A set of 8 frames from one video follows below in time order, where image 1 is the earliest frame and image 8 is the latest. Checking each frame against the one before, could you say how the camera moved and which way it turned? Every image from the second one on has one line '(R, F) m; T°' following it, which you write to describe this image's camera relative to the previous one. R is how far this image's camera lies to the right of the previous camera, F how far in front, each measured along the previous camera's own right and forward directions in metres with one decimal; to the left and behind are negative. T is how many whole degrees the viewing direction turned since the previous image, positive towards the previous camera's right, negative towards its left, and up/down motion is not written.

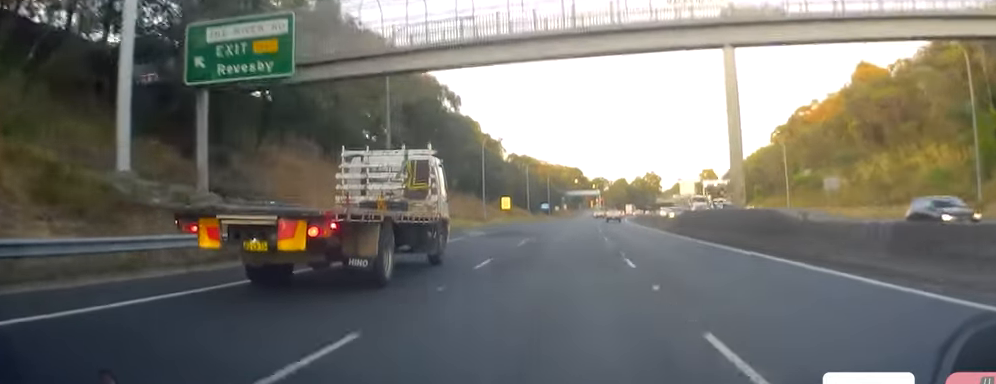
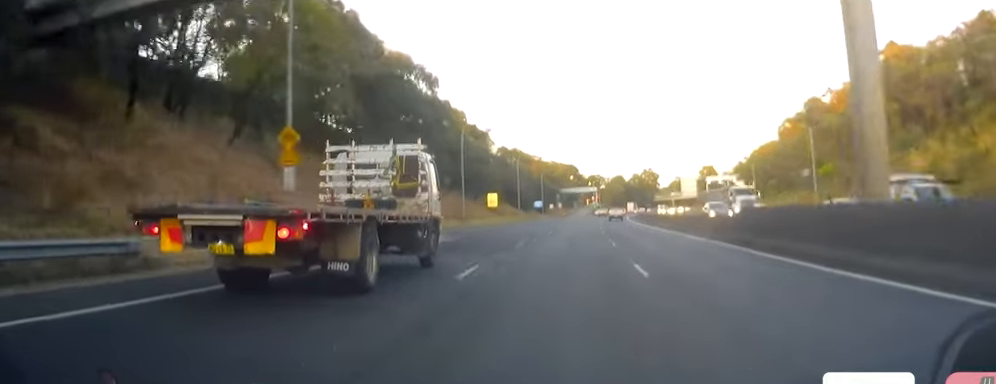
(+0.1, +14.4) m; +1°
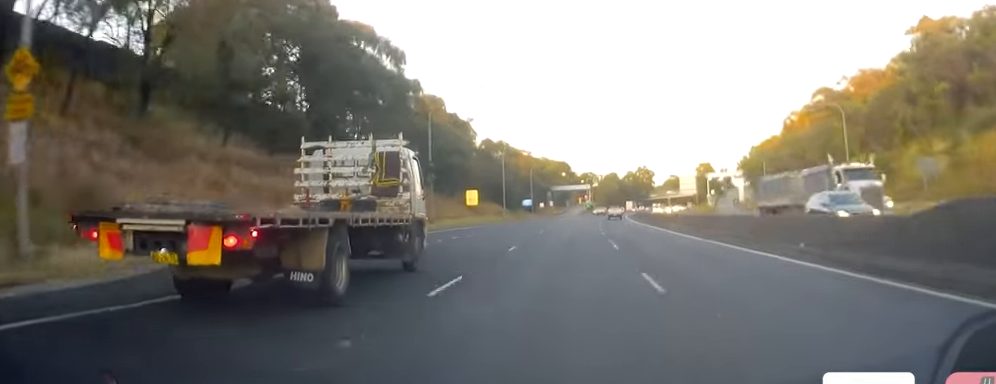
(+0.2, +14.4) m; 0°
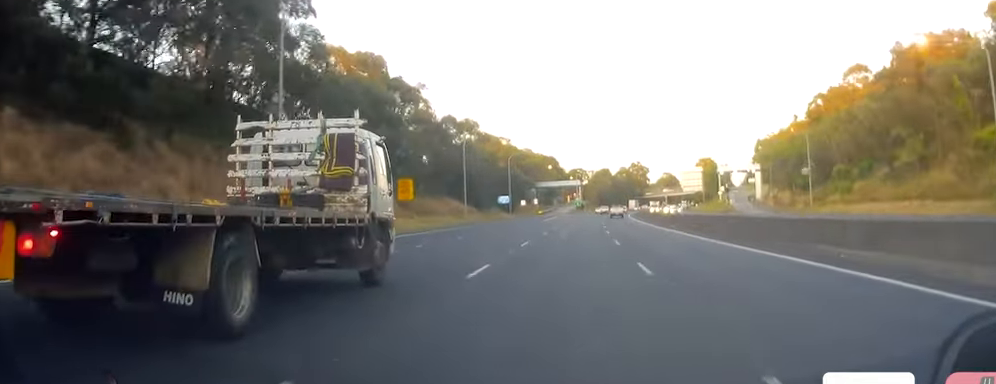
(0.0, +32.4) m; 0°
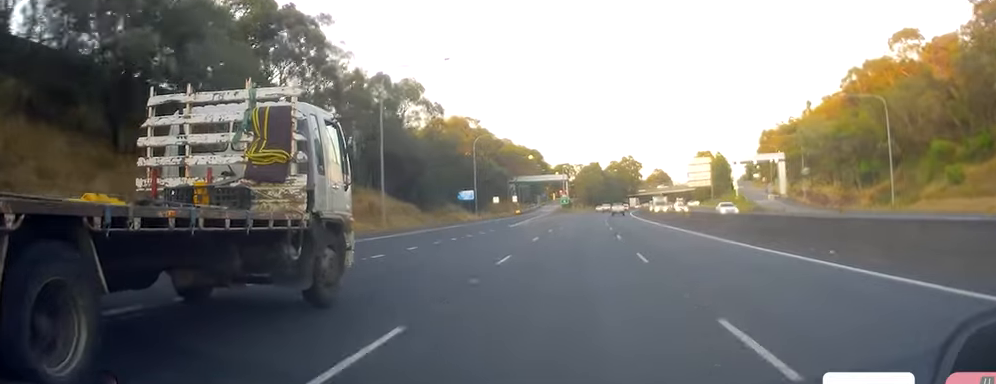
(+0.4, +32.8) m; +2°
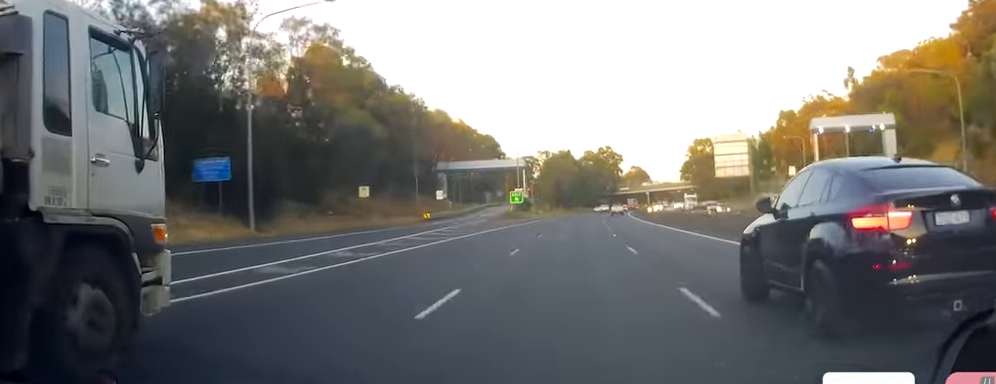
(+1.6, +67.8) m; +3°
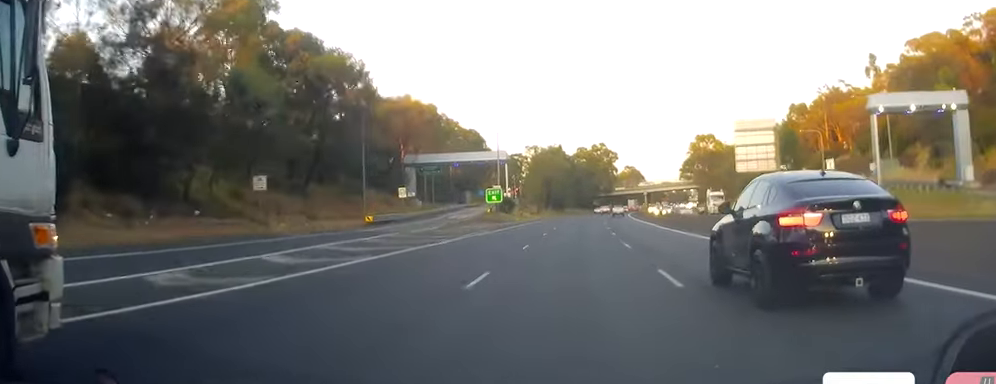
(+0.2, +20.2) m; 0°
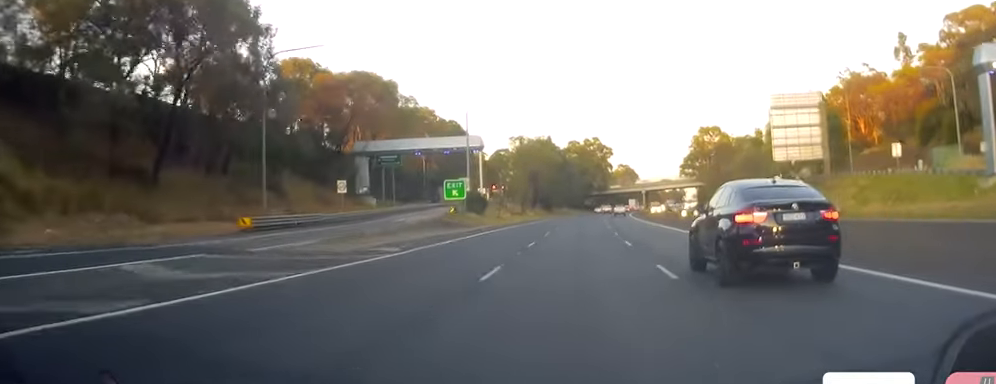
(0.0, +22.2) m; 0°
